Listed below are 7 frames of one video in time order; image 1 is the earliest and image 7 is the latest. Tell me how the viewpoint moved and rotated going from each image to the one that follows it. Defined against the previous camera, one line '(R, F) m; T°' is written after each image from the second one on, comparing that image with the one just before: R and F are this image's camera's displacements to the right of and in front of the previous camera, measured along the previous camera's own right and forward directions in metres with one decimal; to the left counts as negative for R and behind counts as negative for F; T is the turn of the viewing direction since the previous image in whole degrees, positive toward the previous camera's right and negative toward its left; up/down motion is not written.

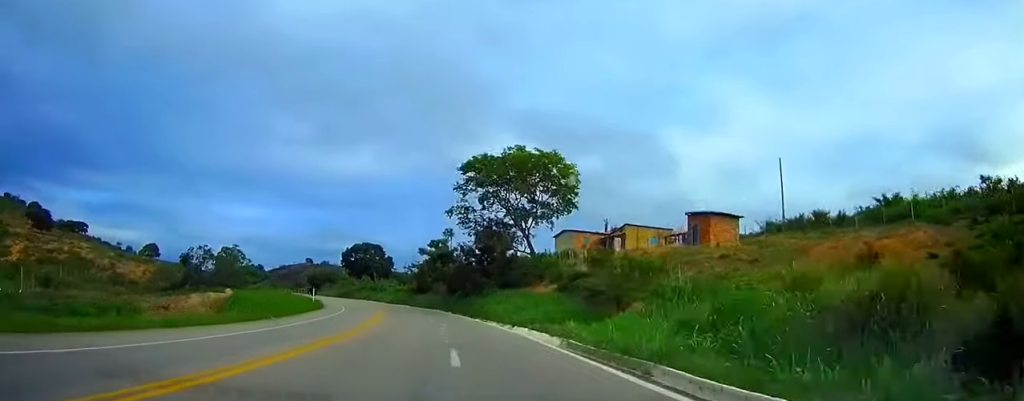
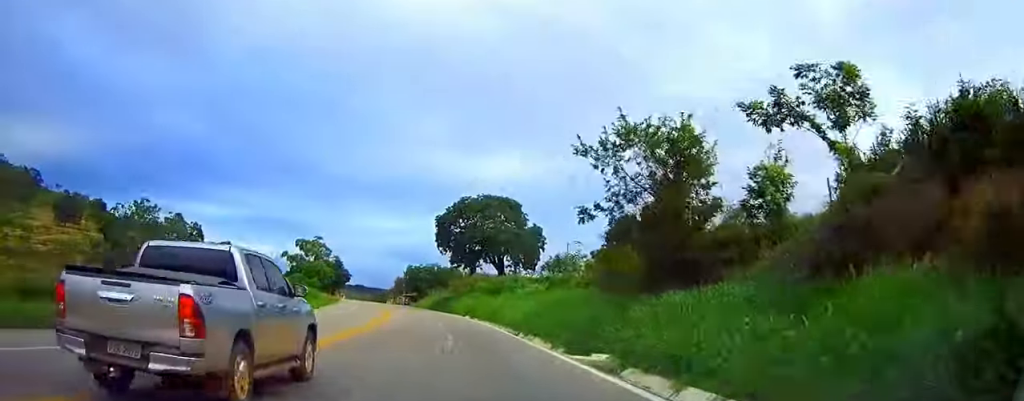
(-9.6, +90.3) m; -8°
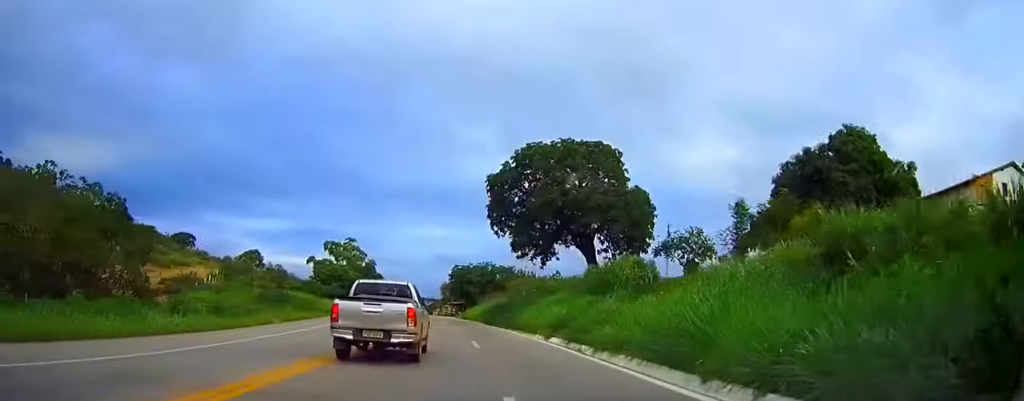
(0.0, +31.4) m; -6°
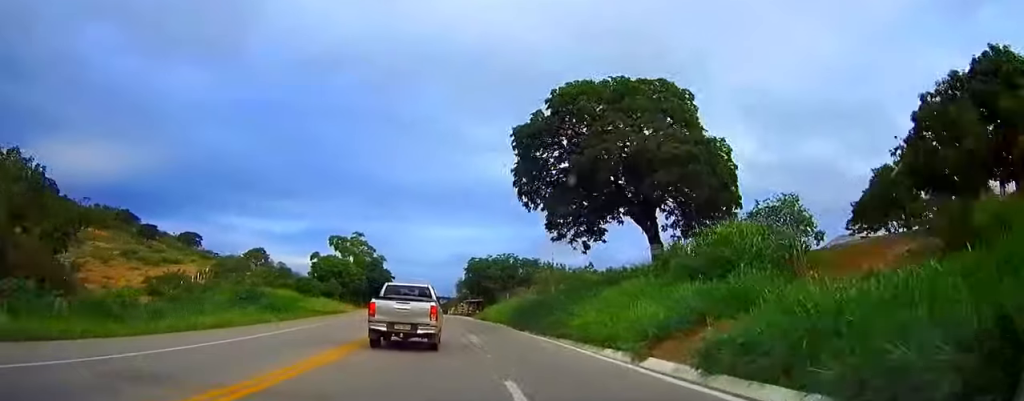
(-1.5, +14.5) m; -3°
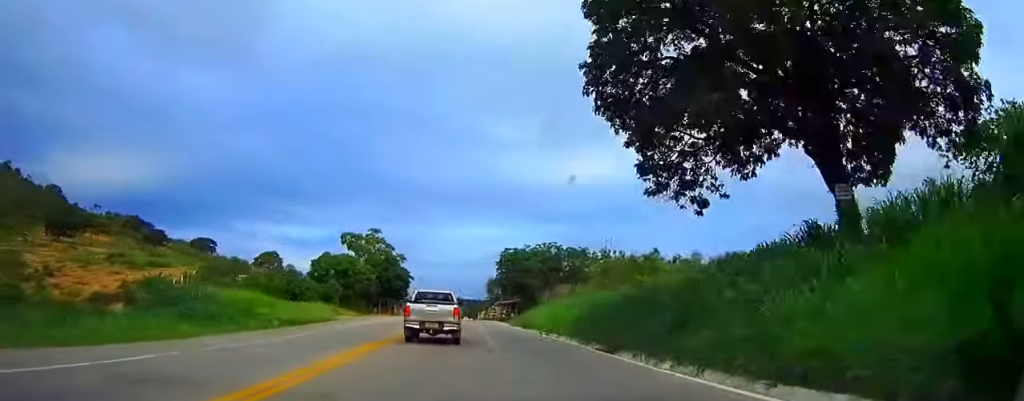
(-0.9, +19.1) m; -3°
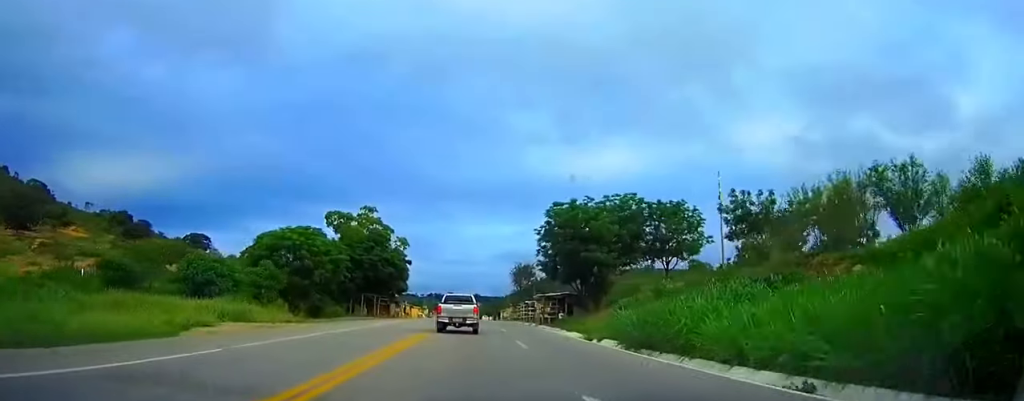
(0.0, +31.8) m; 0°
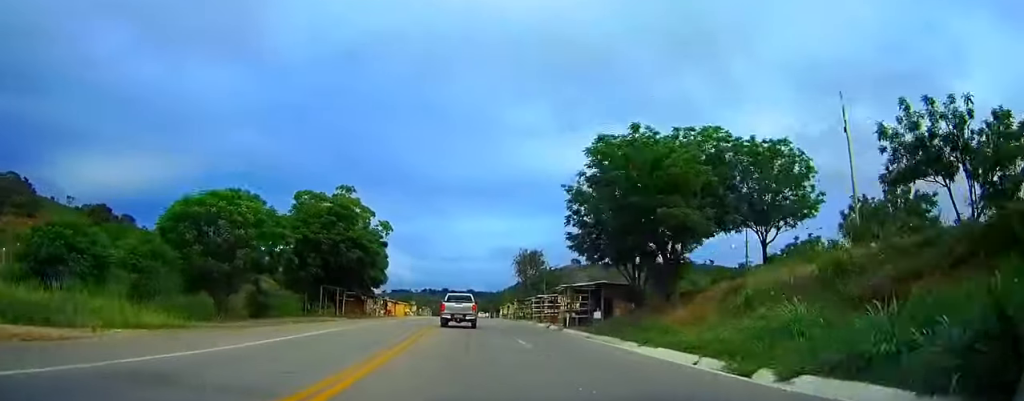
(0.0, +17.9) m; 0°
